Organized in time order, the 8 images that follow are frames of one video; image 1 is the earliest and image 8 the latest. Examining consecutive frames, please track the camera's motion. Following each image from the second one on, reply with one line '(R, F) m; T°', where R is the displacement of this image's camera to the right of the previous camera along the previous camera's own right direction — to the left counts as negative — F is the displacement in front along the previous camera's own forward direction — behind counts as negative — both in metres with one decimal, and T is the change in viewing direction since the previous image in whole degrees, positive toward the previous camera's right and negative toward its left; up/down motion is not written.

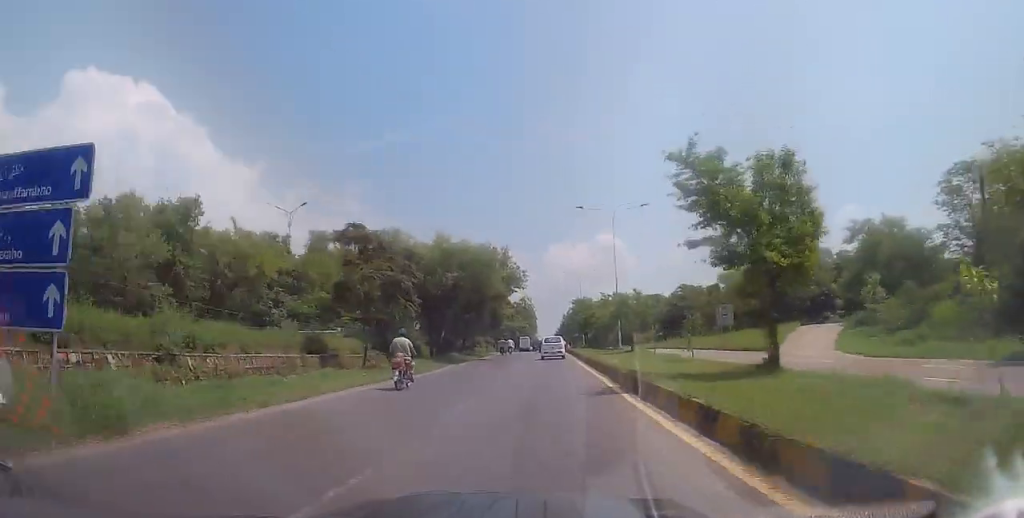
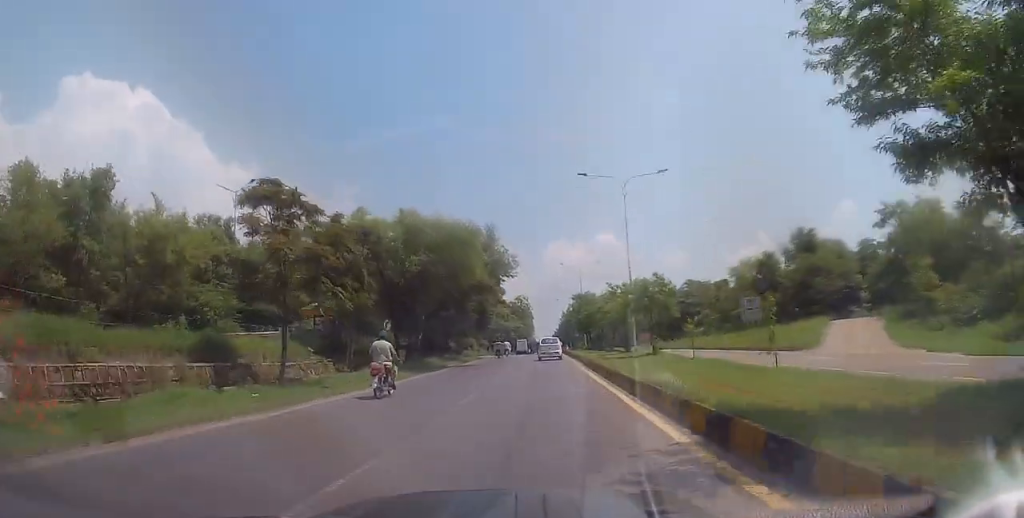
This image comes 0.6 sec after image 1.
(0.0, +8.9) m; 0°
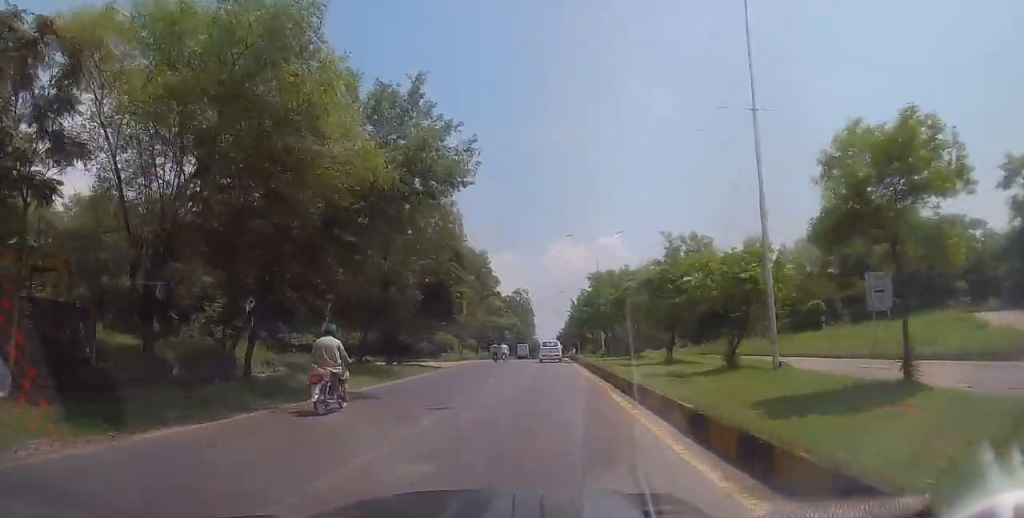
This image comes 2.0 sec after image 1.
(-0.2, +21.0) m; -1°
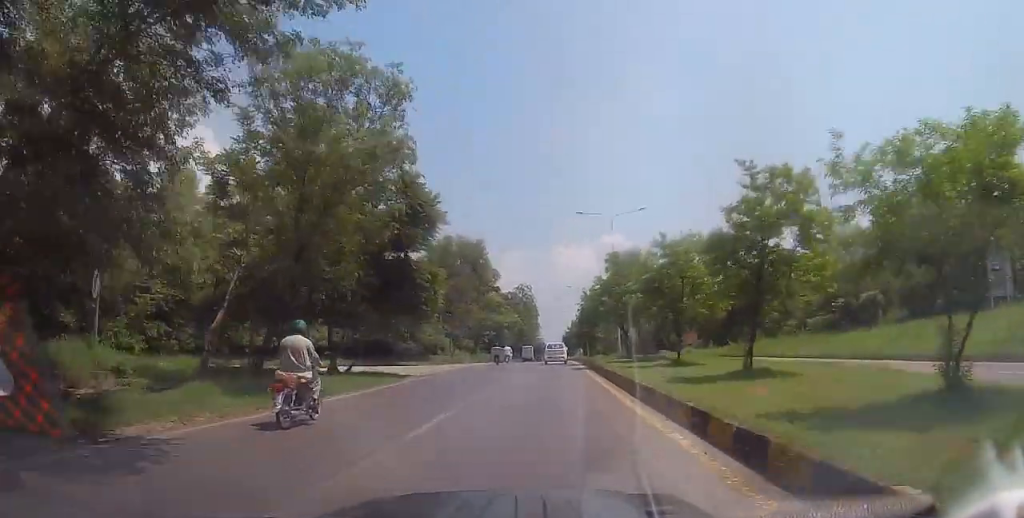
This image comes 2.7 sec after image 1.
(-0.1, +9.3) m; 0°
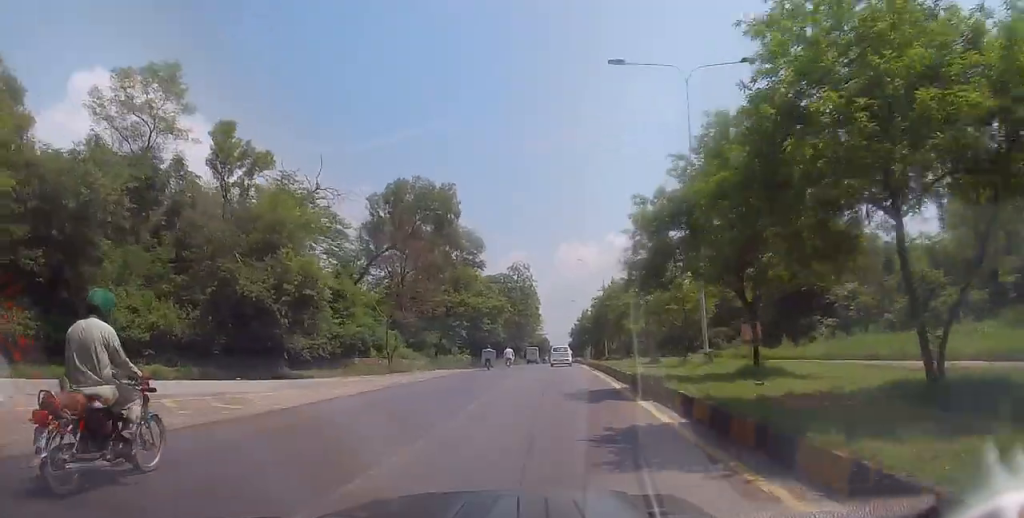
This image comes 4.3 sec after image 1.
(0.0, +24.3) m; 0°
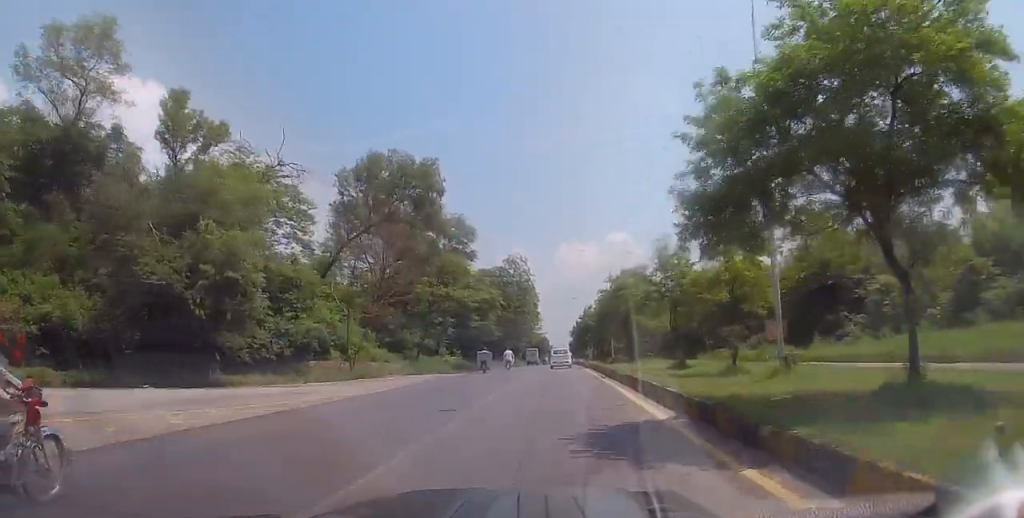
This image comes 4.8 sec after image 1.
(0.0, +7.0) m; -1°
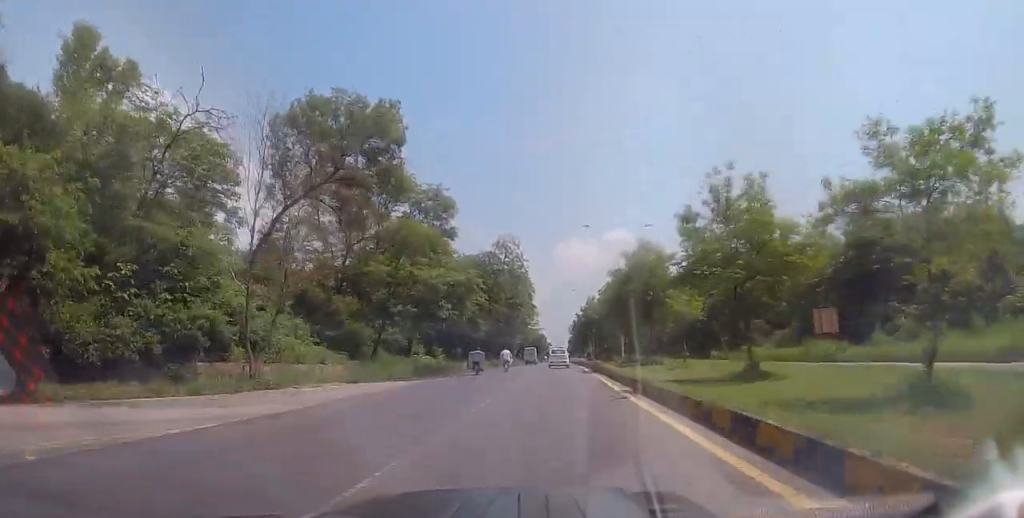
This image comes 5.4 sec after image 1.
(+0.2, +10.0) m; -1°
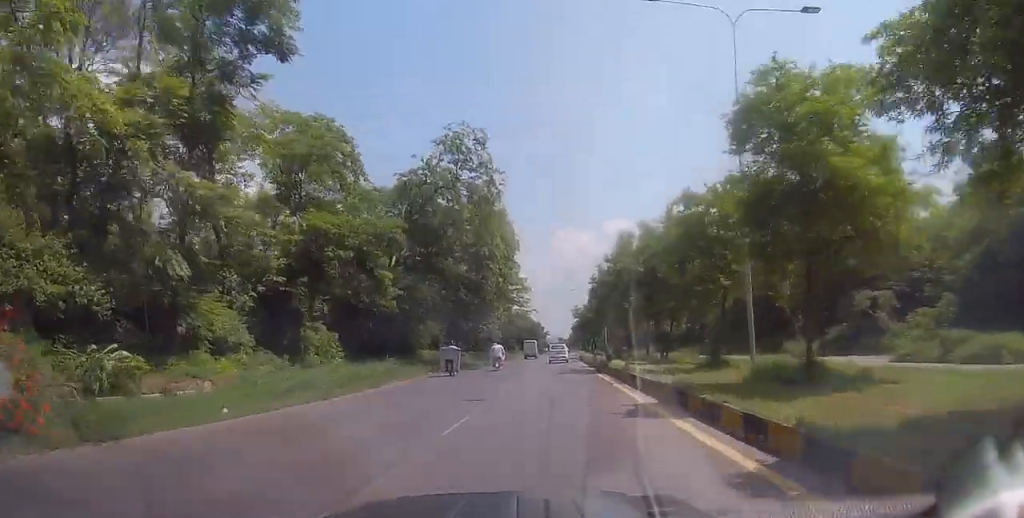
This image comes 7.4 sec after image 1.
(+0.2, +30.3) m; +3°
